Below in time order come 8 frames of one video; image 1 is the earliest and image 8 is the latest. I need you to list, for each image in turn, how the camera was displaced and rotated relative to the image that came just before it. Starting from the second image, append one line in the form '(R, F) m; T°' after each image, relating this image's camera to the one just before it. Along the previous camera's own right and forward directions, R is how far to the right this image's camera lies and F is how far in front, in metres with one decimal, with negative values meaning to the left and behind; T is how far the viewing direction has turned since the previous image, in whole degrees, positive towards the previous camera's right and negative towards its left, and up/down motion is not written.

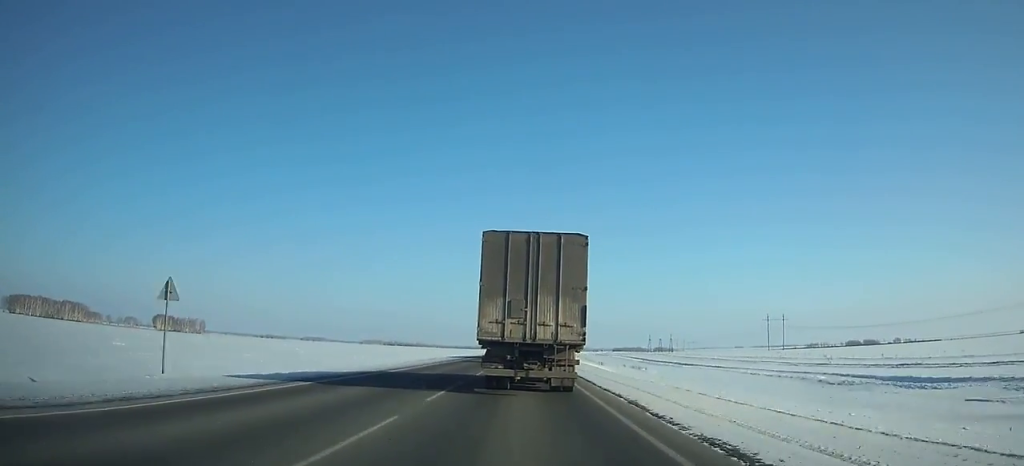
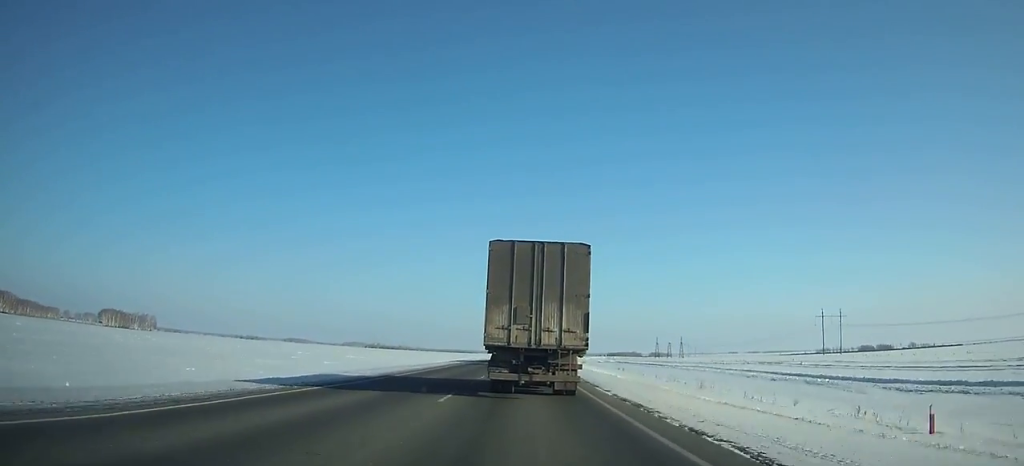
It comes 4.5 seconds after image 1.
(+0.8, +97.0) m; +1°
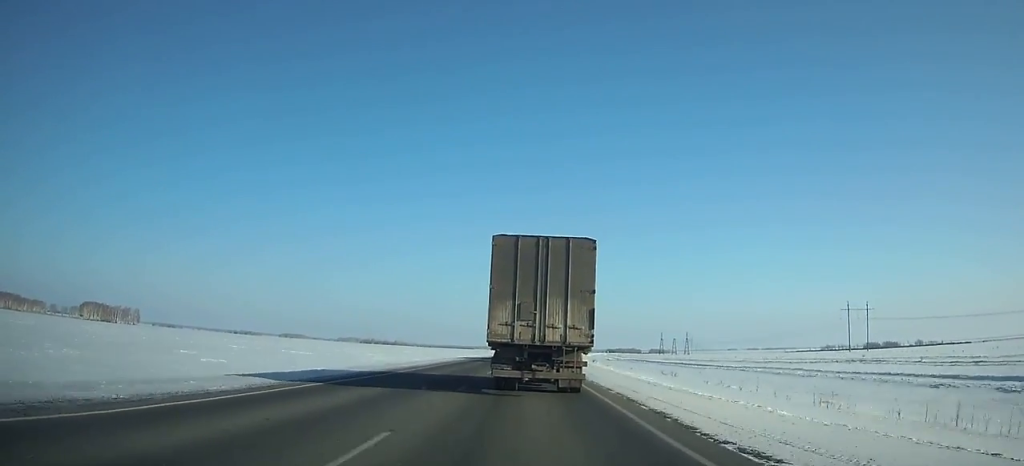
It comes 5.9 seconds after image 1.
(0.0, +30.5) m; 0°
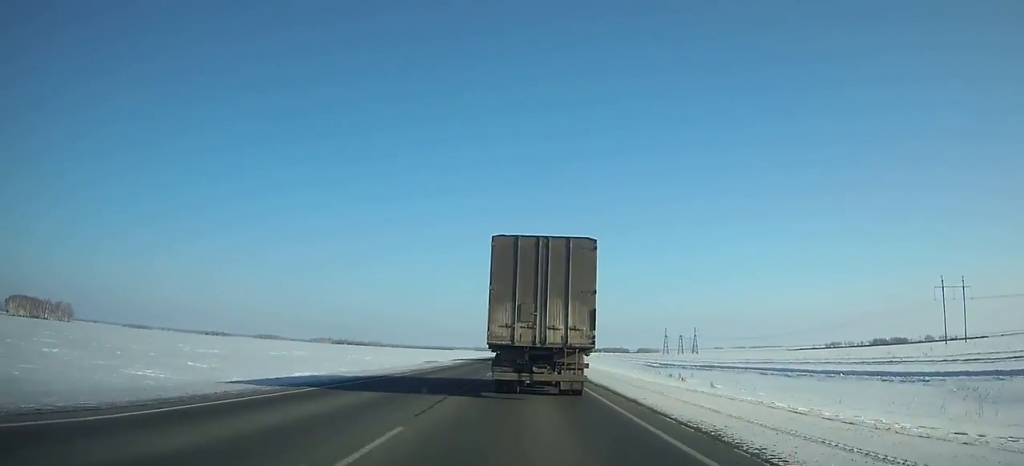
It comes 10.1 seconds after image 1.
(+1.6, +92.5) m; +2°
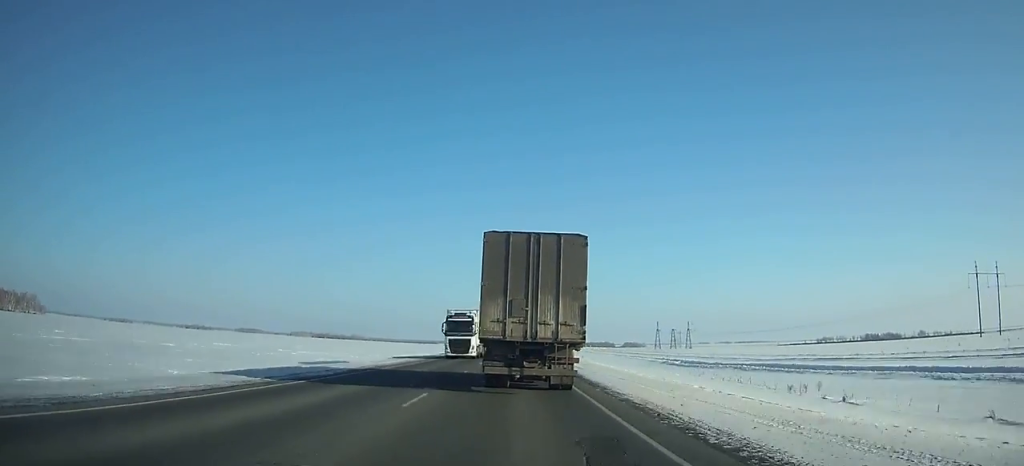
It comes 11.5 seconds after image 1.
(+0.2, +31.0) m; 0°
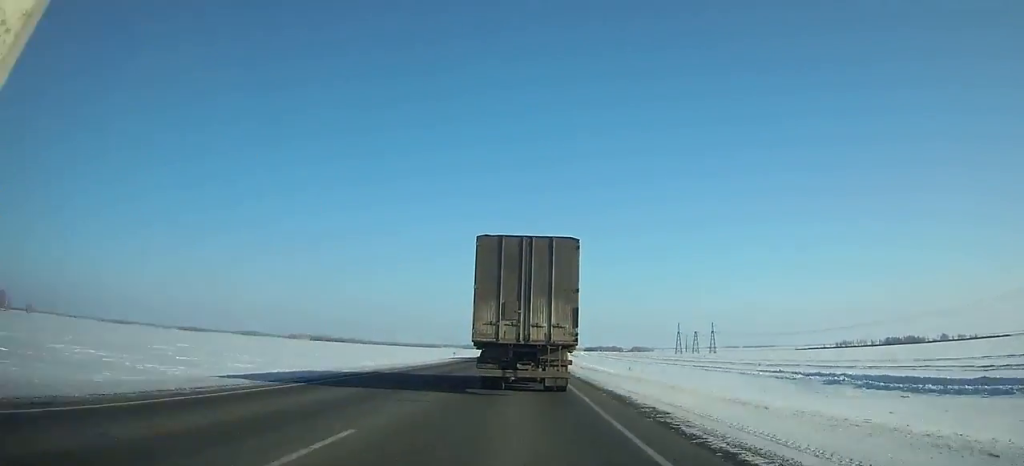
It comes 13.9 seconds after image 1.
(+0.1, +54.3) m; 0°
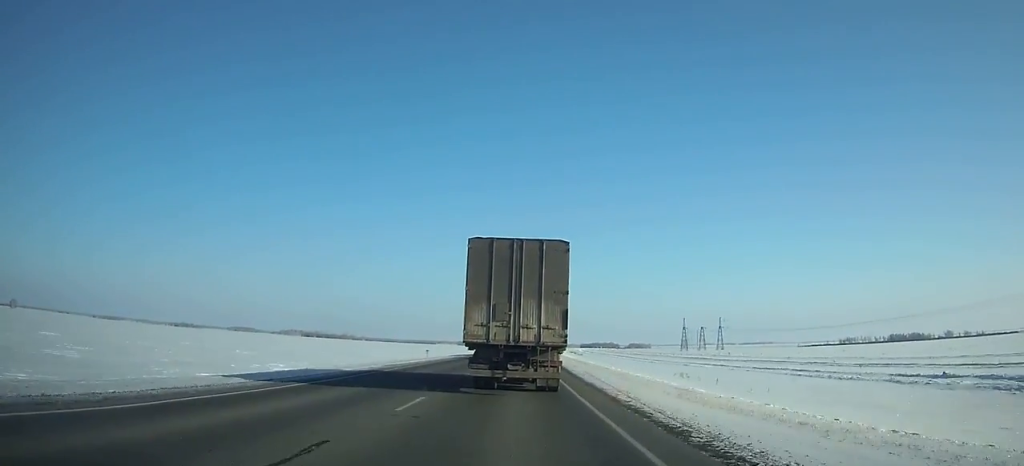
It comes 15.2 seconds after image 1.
(0.0, +30.2) m; 0°
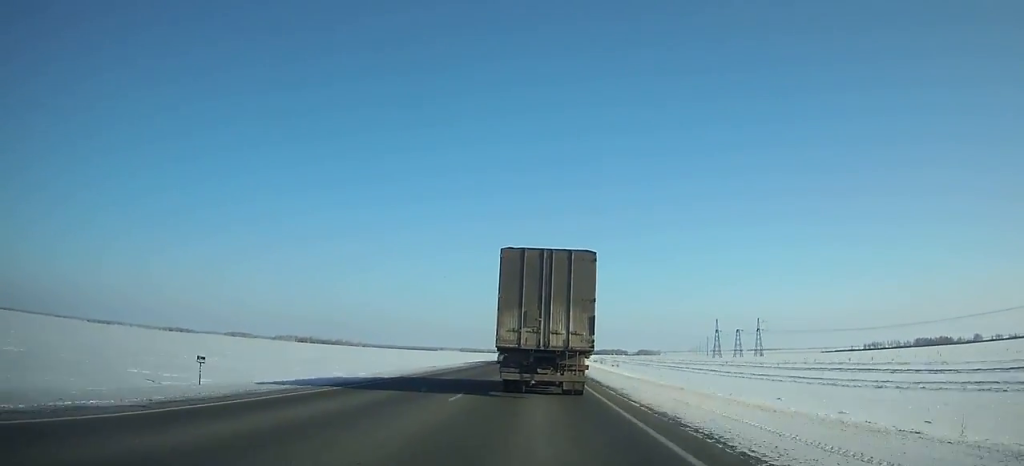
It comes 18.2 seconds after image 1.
(+0.3, +73.1) m; 0°
